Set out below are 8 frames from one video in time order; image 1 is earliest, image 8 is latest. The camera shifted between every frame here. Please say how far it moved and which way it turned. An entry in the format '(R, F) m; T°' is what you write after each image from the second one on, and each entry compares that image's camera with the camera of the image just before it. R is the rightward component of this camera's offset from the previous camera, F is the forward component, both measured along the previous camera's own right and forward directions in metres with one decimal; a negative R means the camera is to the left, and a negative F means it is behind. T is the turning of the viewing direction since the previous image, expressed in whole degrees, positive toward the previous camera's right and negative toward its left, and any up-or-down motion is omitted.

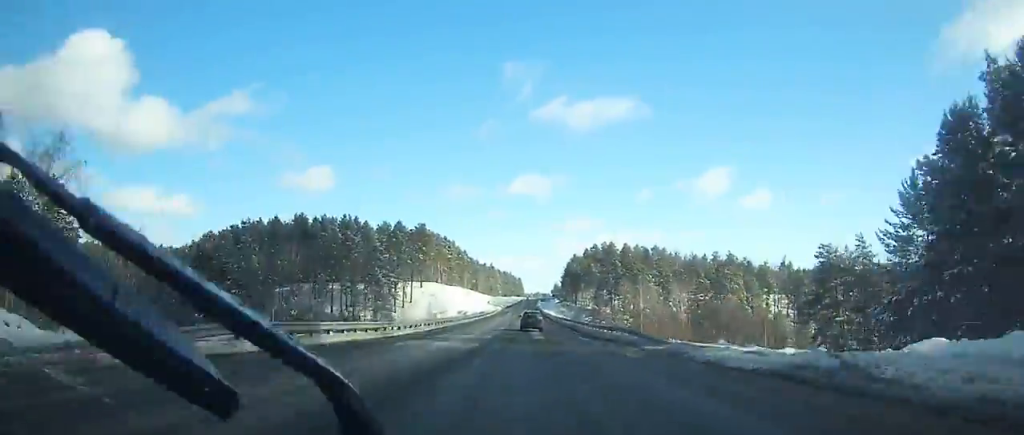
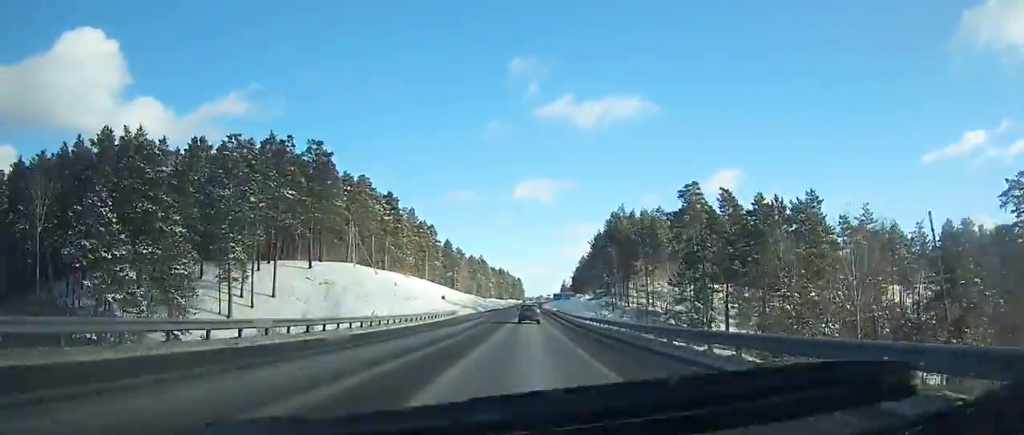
(-0.1, +109.3) m; 0°
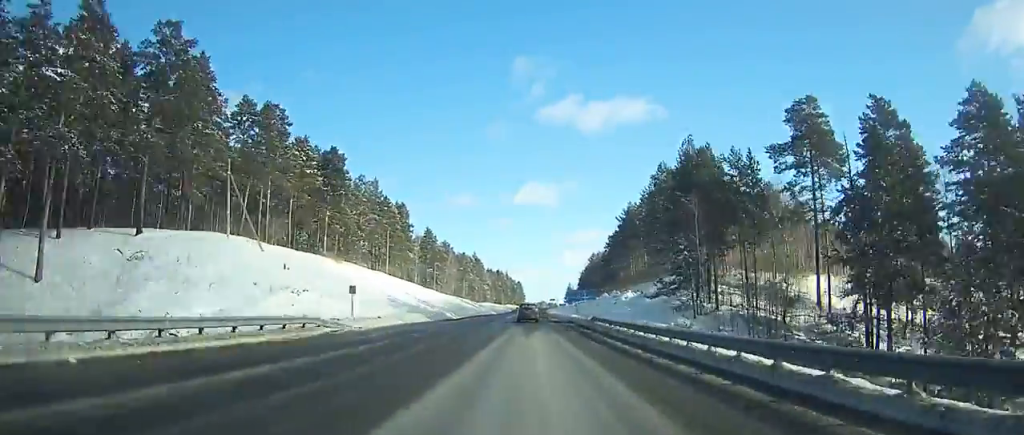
(-0.1, +48.7) m; 0°
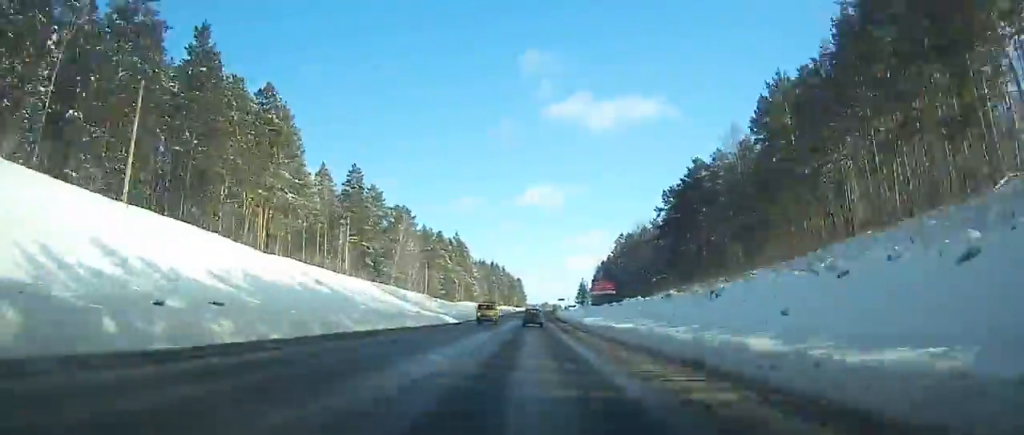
(0.0, +84.7) m; 0°
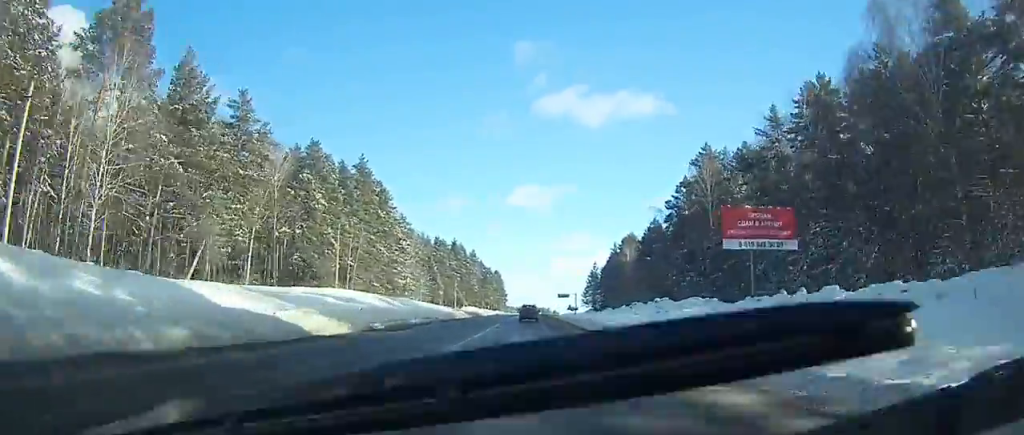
(+0.8, +112.9) m; +1°
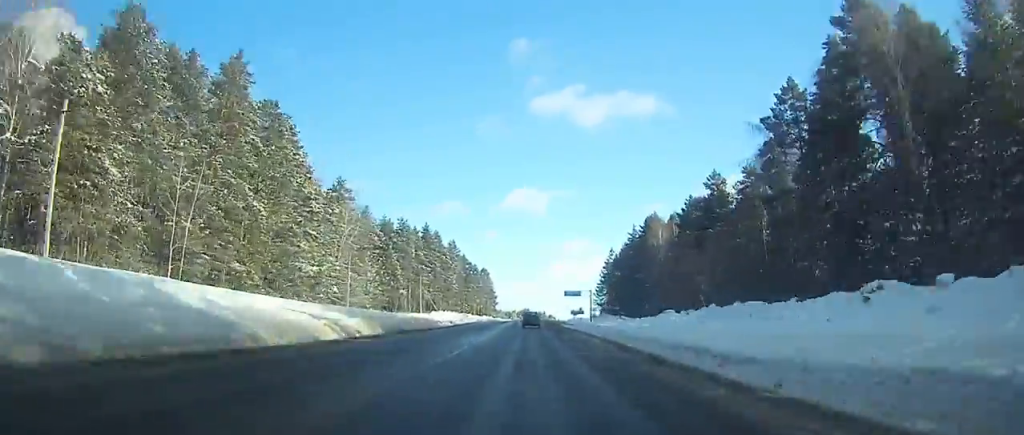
(+0.2, +48.6) m; +1°
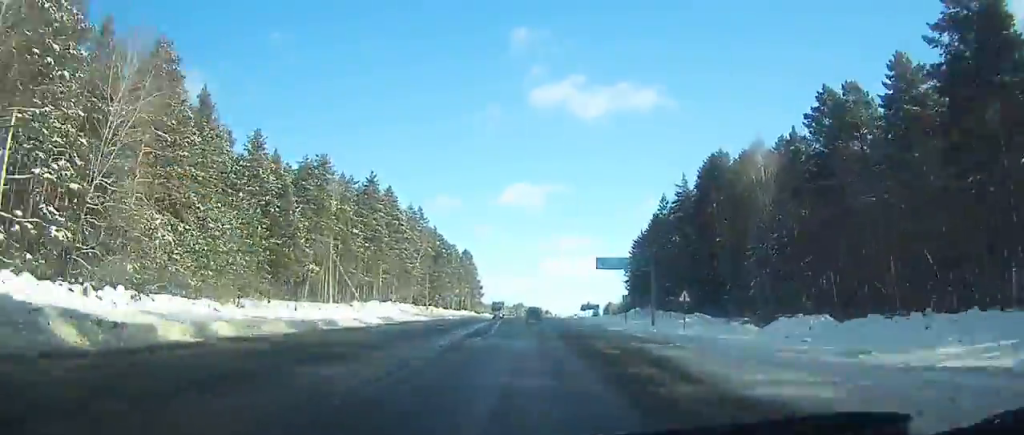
(+0.4, +56.0) m; +1°
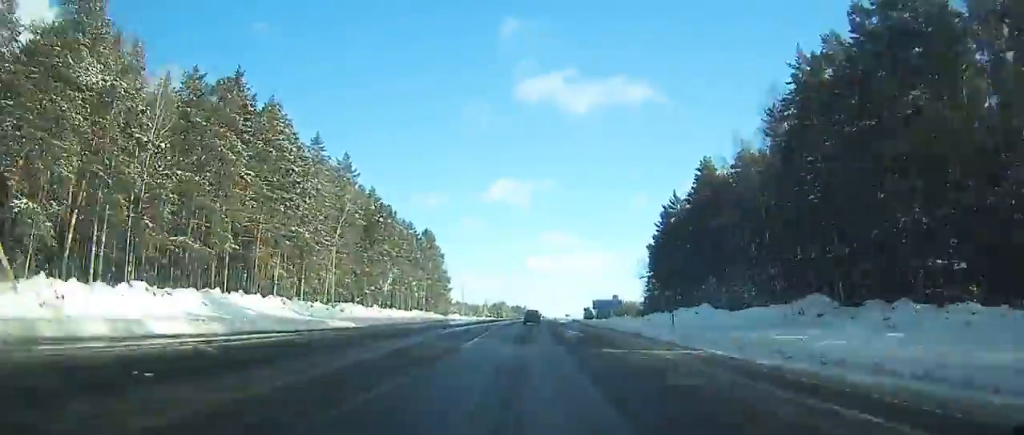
(+0.3, +53.3) m; +1°
